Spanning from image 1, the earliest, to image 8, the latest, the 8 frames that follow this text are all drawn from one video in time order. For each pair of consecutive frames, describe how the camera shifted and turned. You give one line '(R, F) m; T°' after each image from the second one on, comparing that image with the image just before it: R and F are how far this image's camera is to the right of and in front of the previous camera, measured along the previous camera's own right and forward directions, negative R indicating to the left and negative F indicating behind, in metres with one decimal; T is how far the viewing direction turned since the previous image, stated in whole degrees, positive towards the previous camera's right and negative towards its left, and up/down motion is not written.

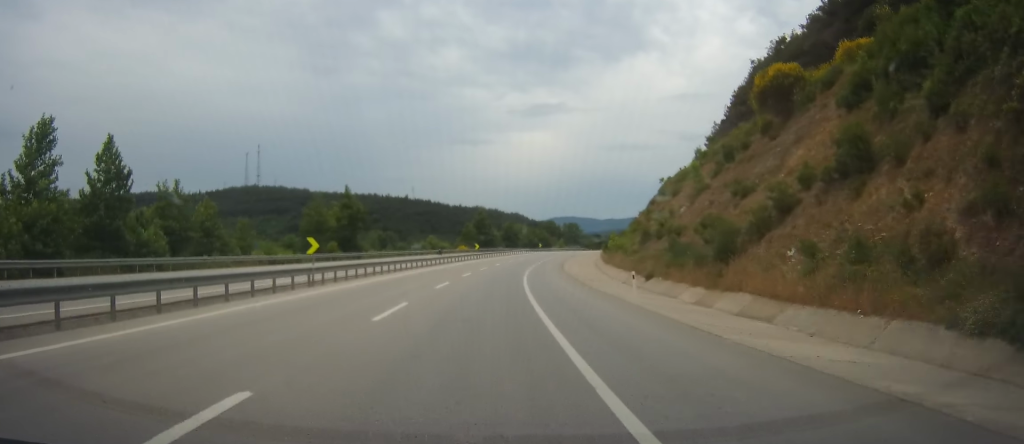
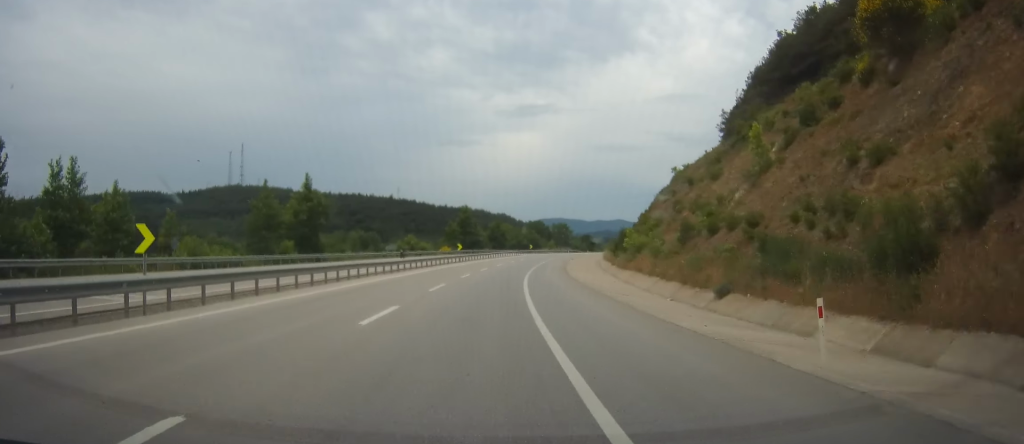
(+0.1, +13.4) m; 0°
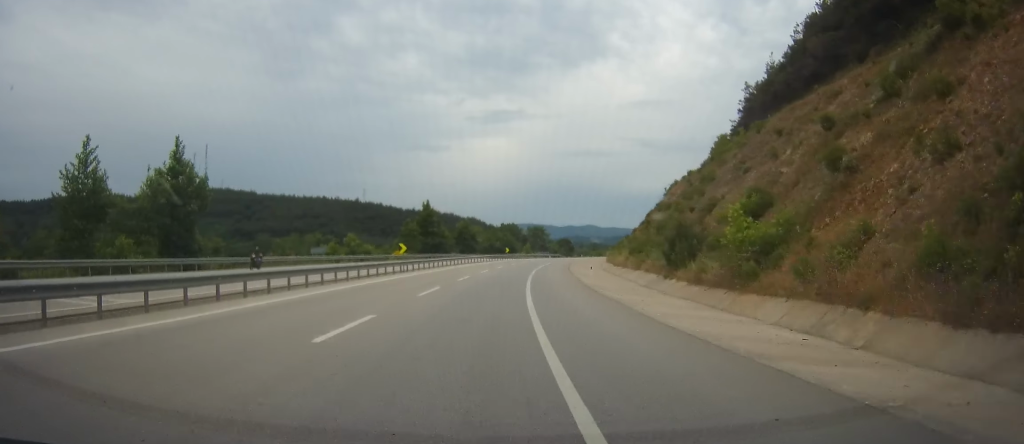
(+0.3, +25.8) m; +1°
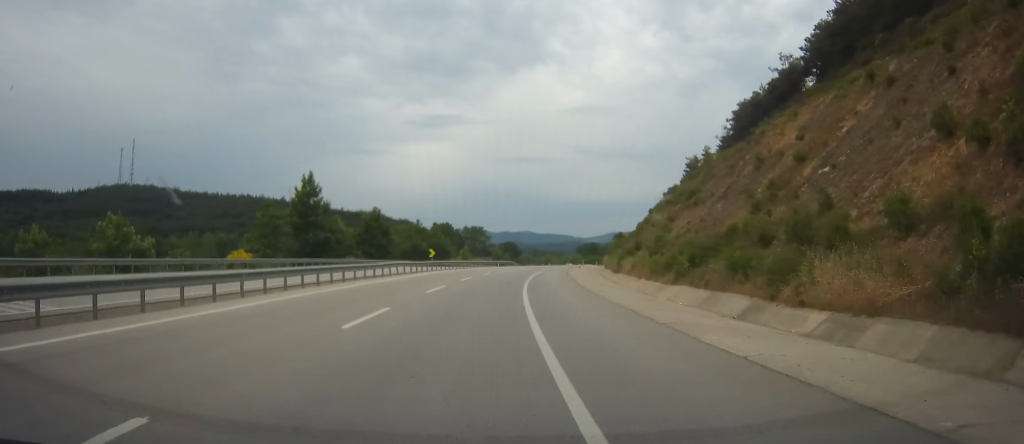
(+2.2, +45.0) m; +9°
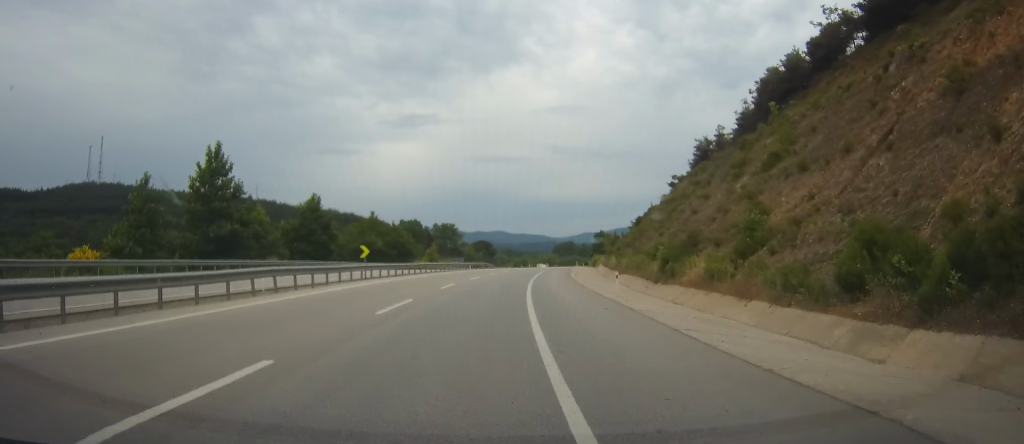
(+1.6, +21.7) m; +4°
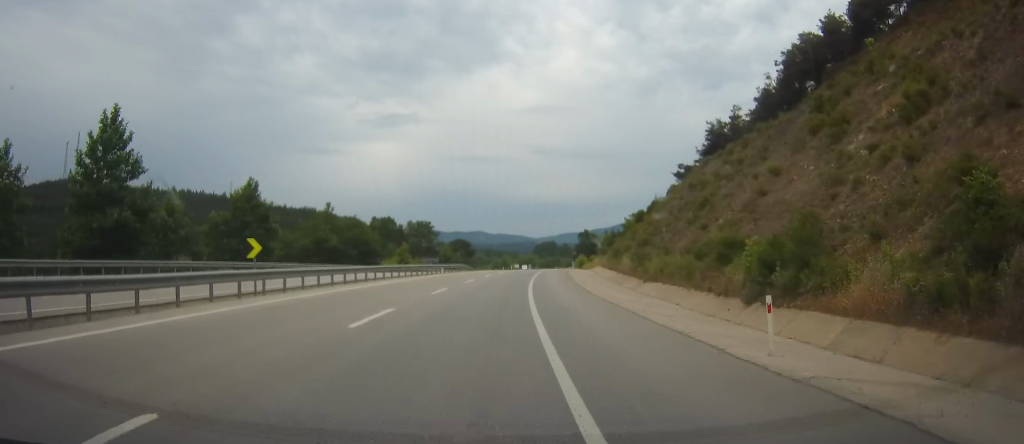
(0.0, +15.2) m; 0°
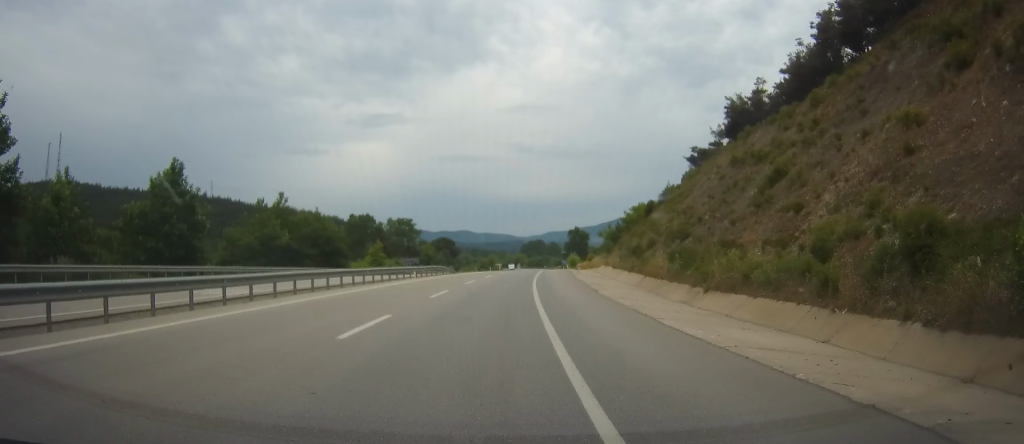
(0.0, +13.3) m; 0°
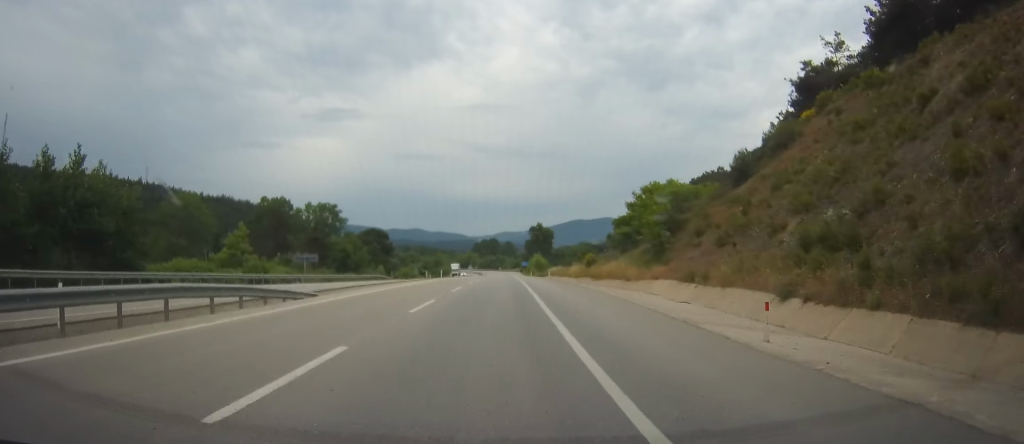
(+0.7, +41.4) m; +4°
